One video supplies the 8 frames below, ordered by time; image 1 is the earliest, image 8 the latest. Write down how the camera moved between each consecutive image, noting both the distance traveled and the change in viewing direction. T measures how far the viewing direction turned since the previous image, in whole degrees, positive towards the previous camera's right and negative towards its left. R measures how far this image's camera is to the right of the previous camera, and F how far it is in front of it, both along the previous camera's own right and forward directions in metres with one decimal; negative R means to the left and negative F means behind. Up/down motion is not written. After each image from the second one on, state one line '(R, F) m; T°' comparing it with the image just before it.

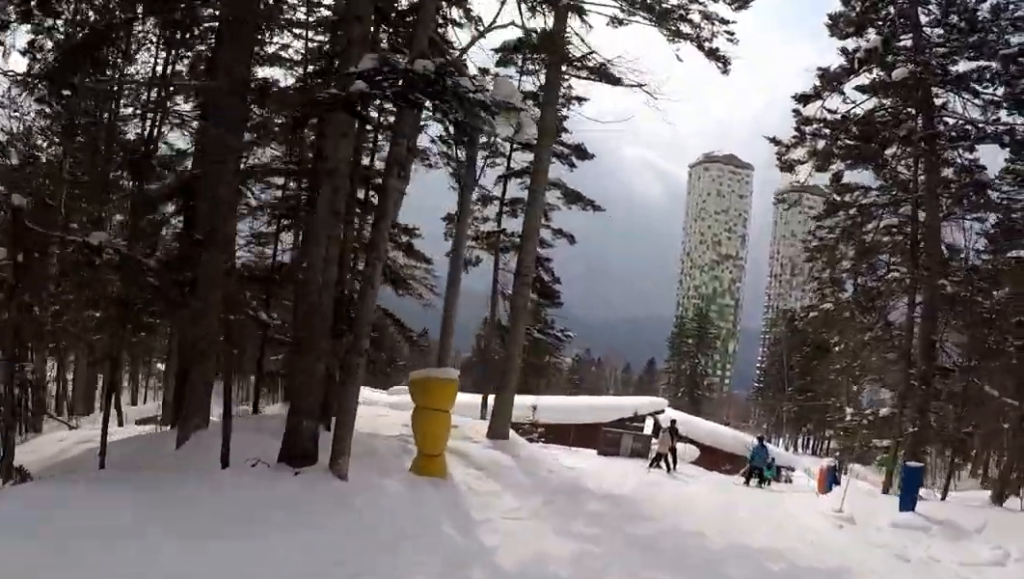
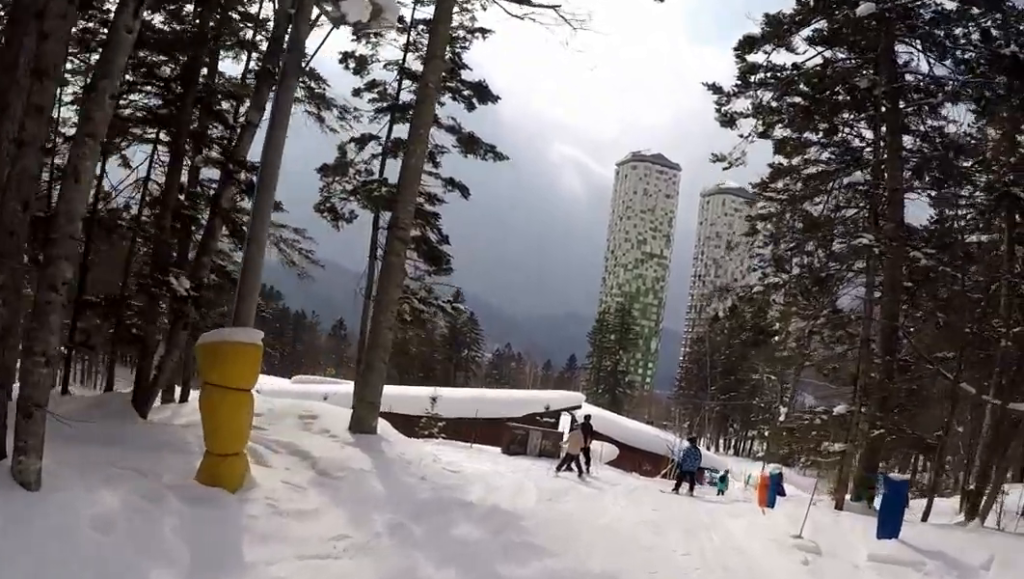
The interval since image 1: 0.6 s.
(+0.2, +3.8) m; -6°
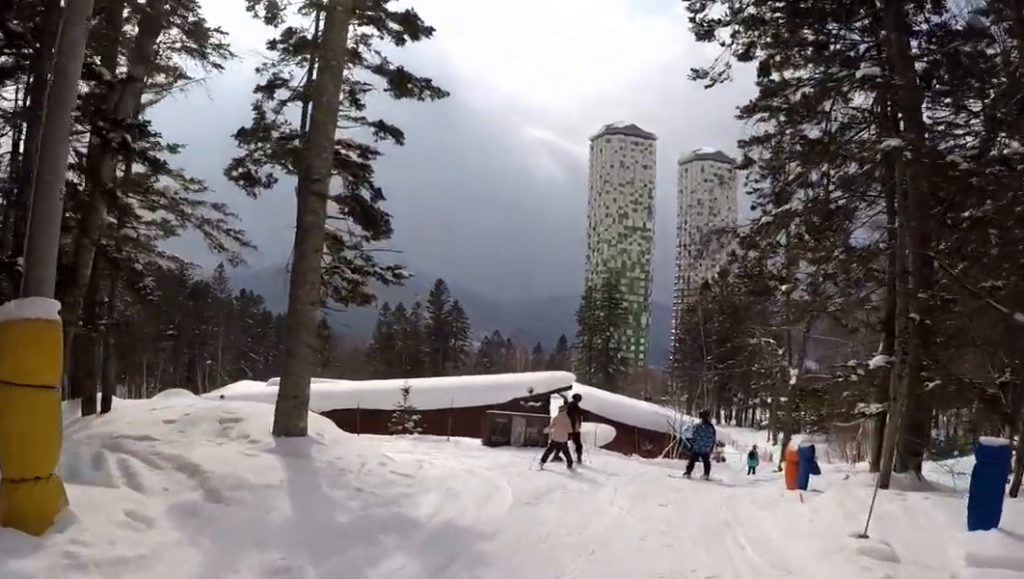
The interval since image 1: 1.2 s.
(-0.5, +3.0) m; 0°
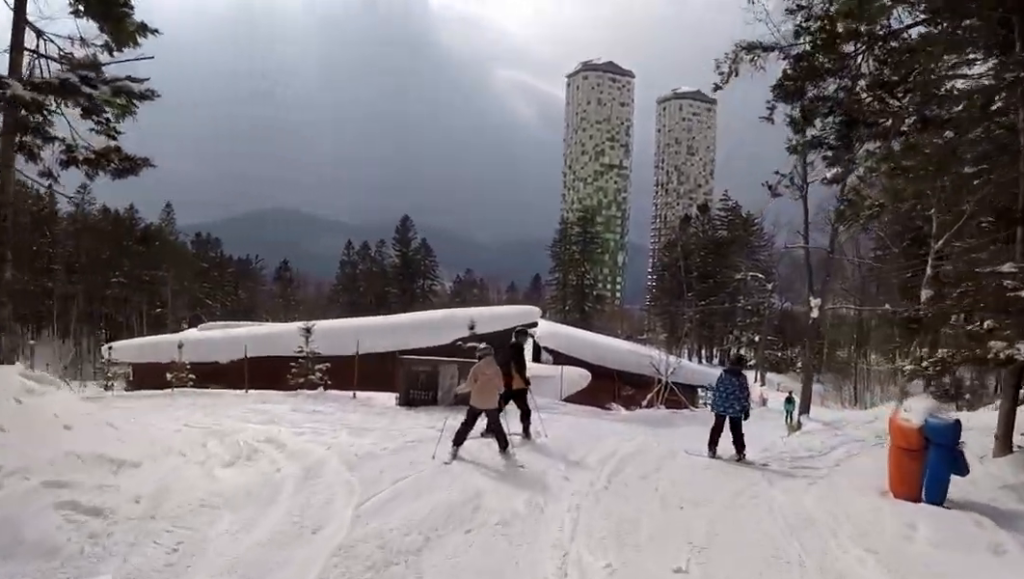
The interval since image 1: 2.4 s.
(+0.1, +7.3) m; +11°
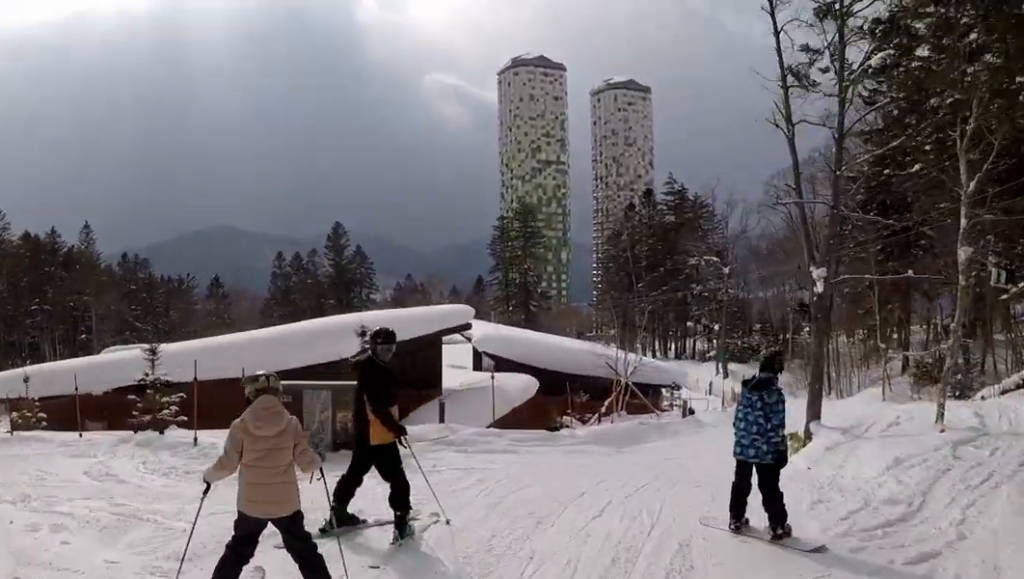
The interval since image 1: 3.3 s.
(+0.7, +5.7) m; +10°
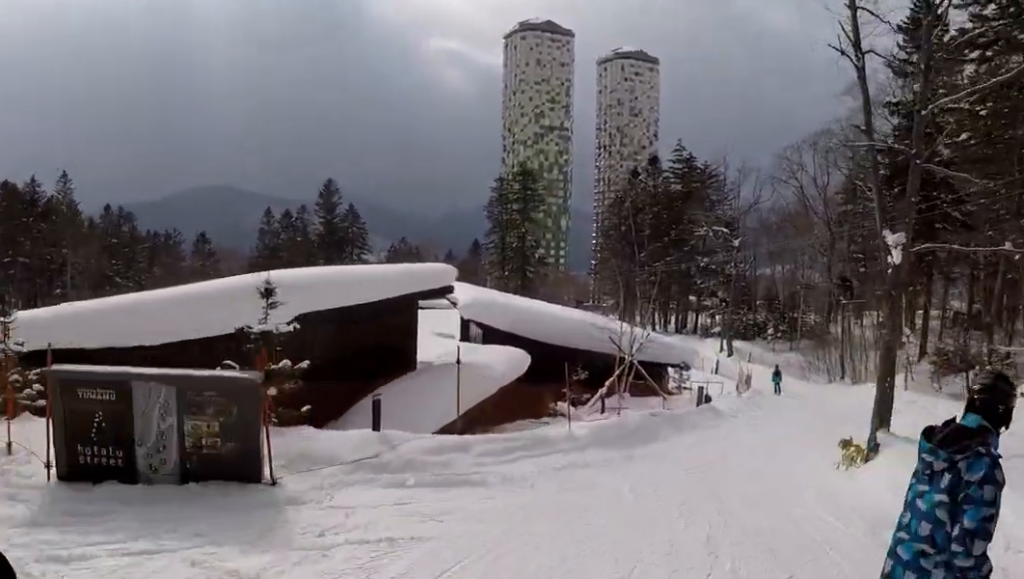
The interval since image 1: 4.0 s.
(+0.3, +5.0) m; +4°
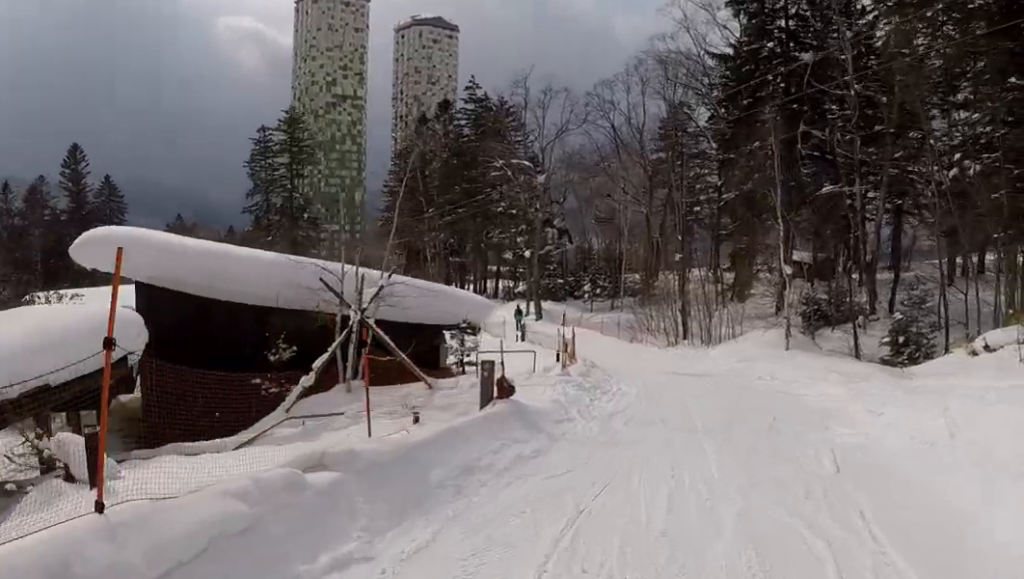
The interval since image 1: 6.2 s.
(+1.1, +15.8) m; +10°
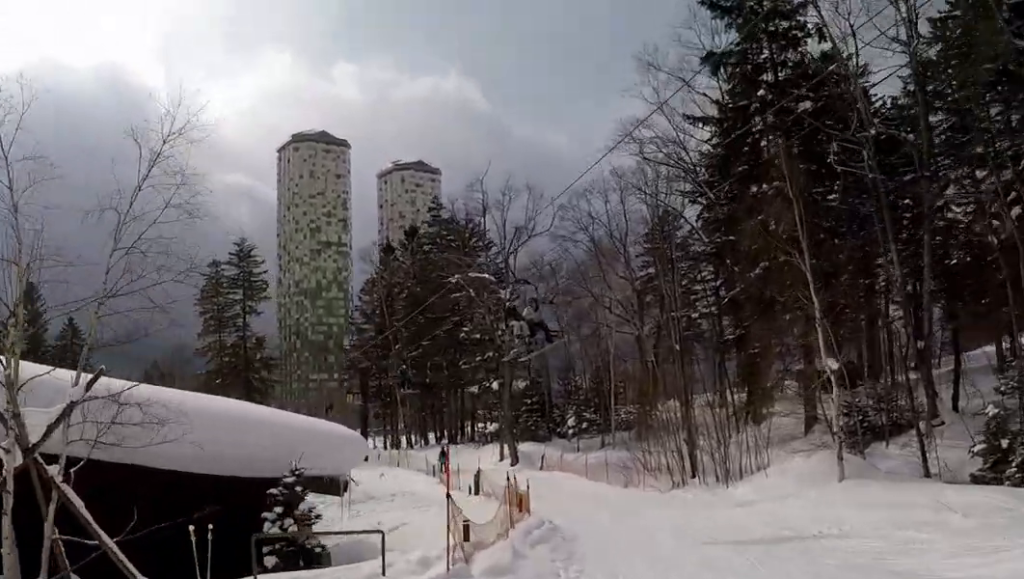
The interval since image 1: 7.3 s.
(+0.5, +8.7) m; -5°
